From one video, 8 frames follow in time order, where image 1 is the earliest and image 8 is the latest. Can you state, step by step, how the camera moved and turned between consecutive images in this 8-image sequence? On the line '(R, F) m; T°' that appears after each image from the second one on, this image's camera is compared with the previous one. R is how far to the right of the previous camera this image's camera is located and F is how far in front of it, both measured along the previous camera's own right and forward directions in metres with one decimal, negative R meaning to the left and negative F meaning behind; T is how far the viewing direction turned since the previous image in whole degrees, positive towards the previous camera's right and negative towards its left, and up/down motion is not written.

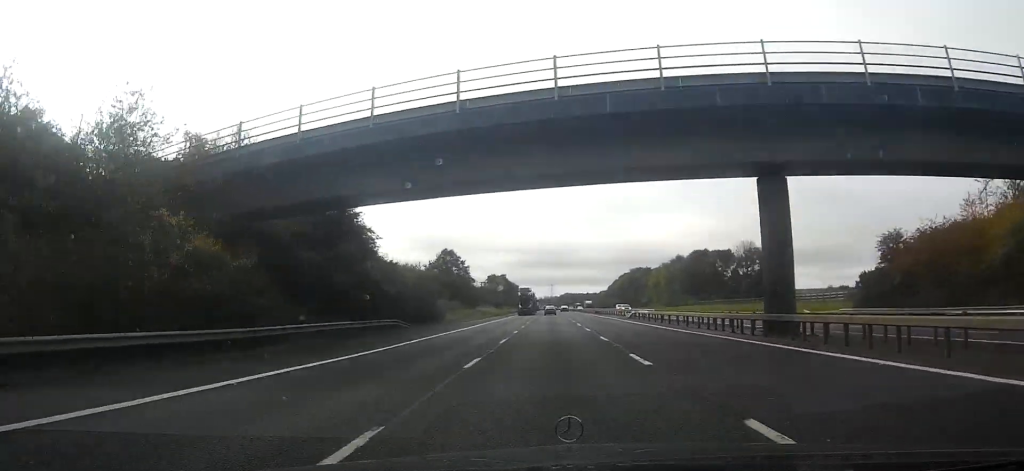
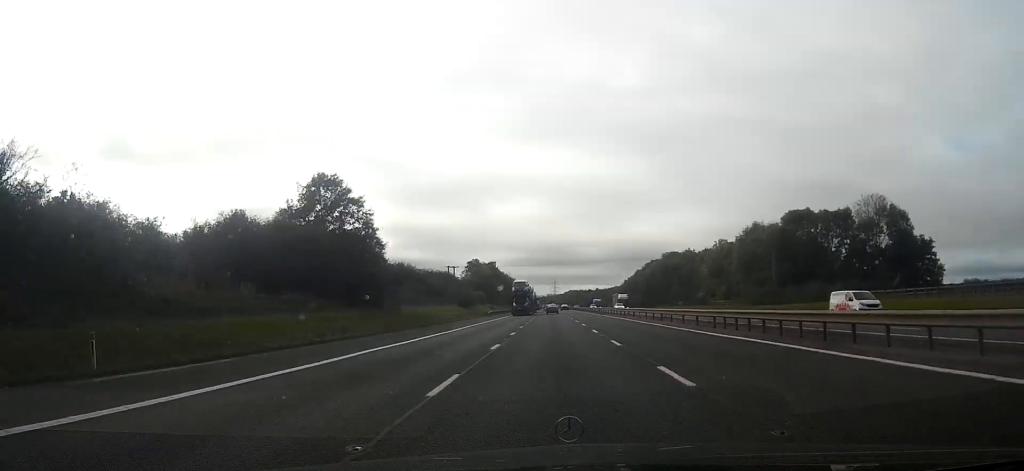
(-0.3, +66.9) m; 0°
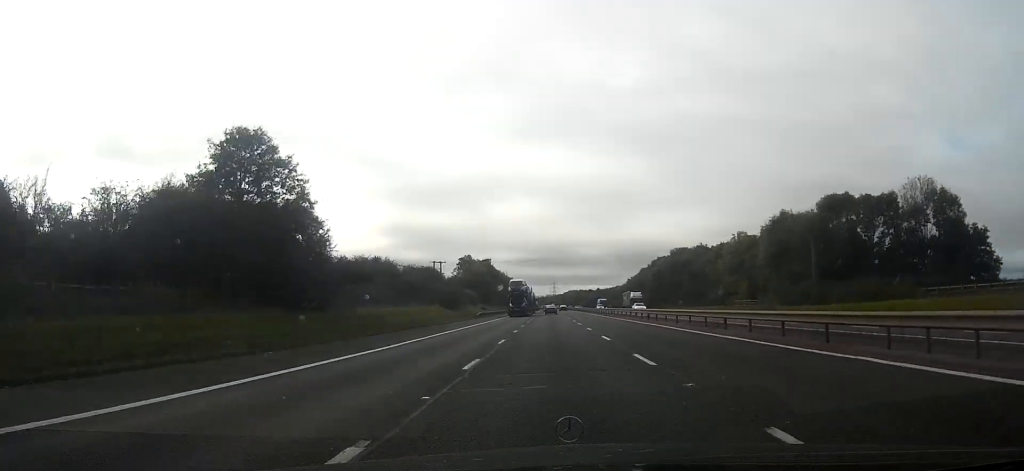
(0.0, +14.7) m; 0°
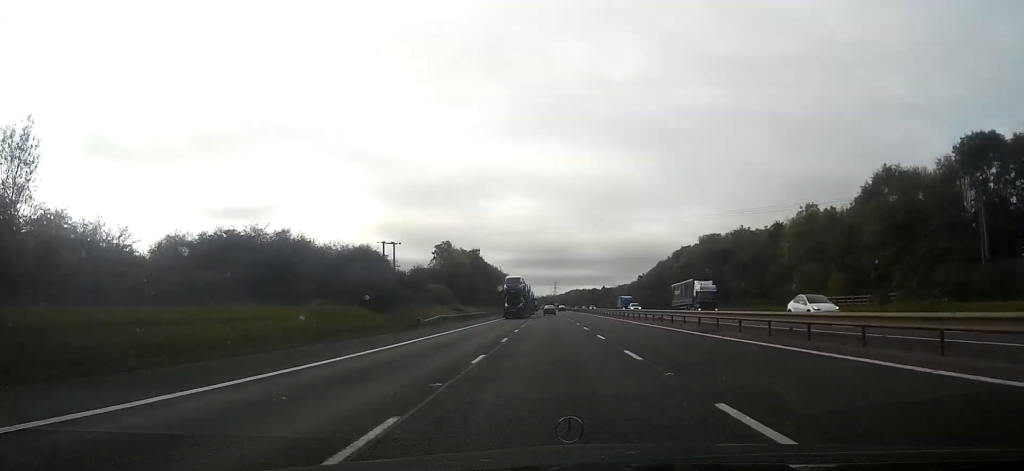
(+0.1, +34.2) m; 0°
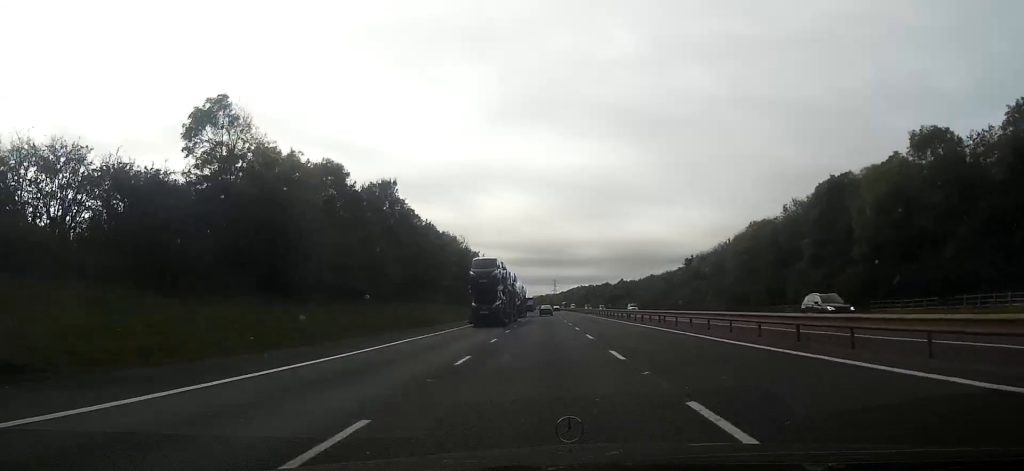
(-0.2, +89.2) m; 0°
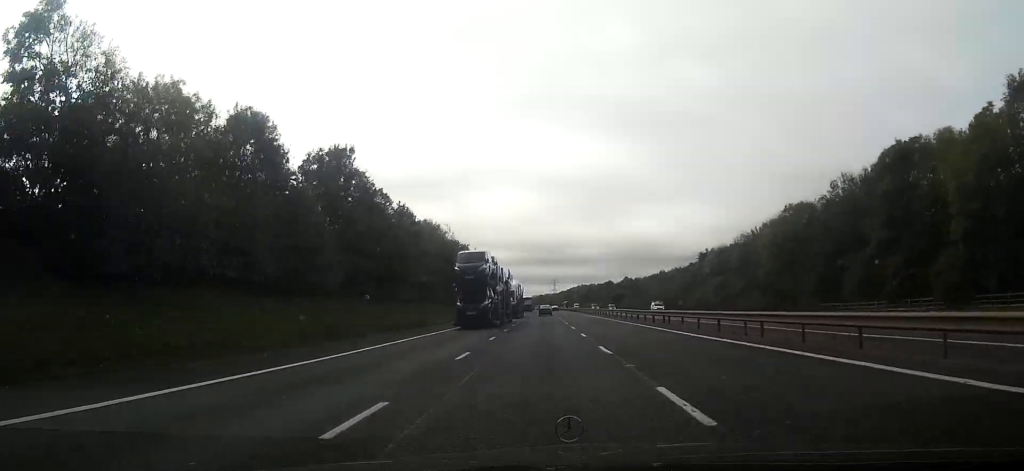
(0.0, +16.5) m; 0°
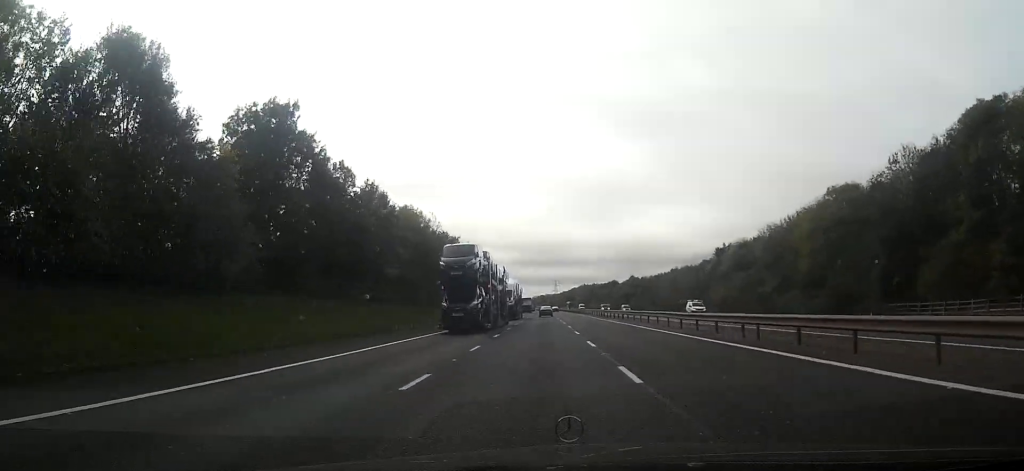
(0.0, +14.1) m; 0°
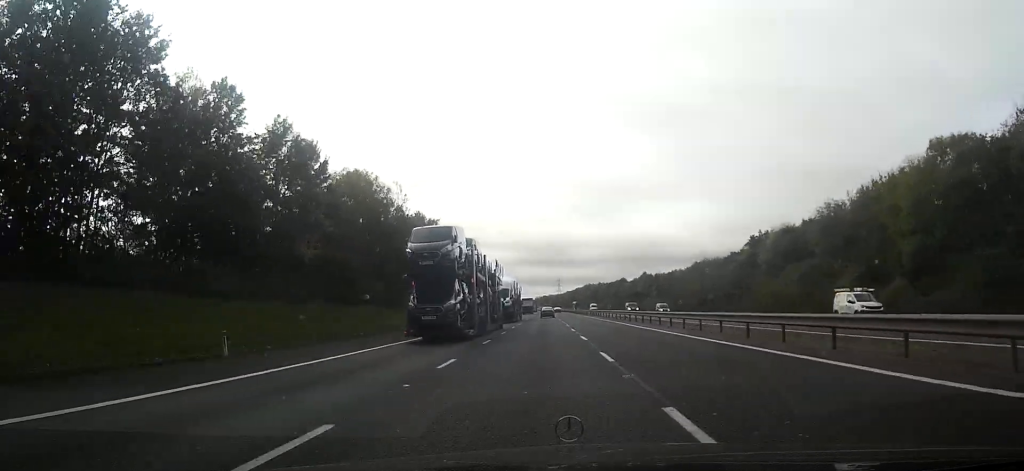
(0.0, +22.8) m; 0°
